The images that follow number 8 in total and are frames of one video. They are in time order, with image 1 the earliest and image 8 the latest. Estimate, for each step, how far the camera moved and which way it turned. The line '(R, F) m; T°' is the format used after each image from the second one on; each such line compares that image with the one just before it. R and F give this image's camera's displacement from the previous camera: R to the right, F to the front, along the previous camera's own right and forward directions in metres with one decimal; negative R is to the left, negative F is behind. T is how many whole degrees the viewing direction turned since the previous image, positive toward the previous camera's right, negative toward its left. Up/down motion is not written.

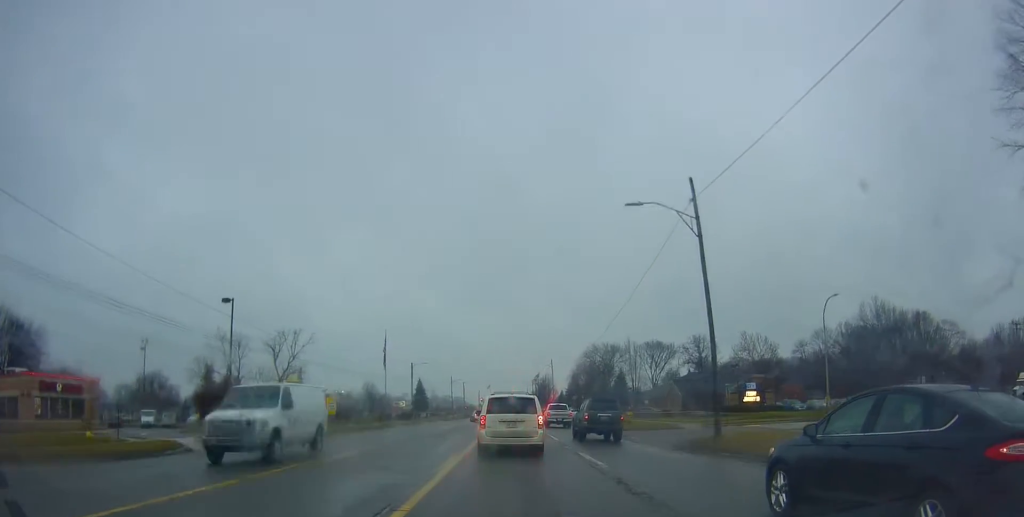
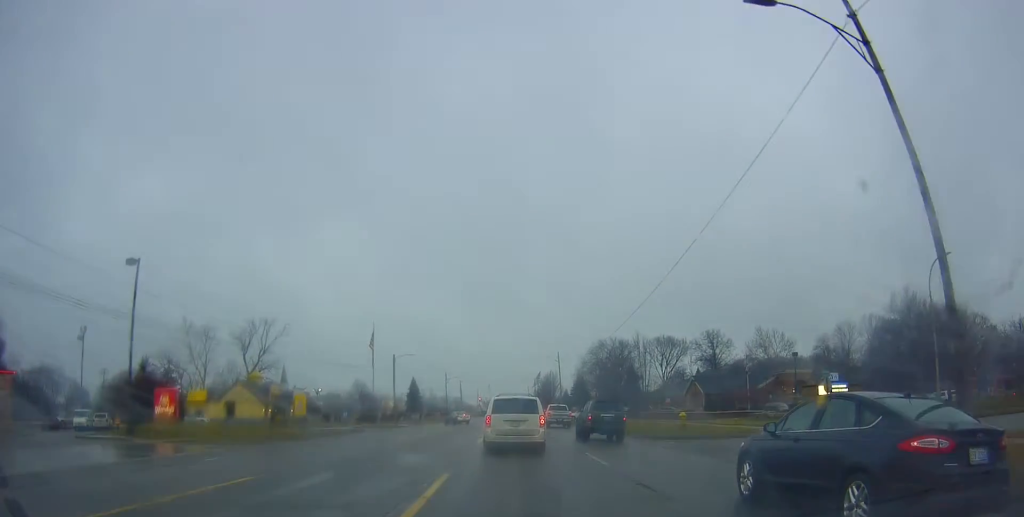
(+0.3, +14.1) m; +2°
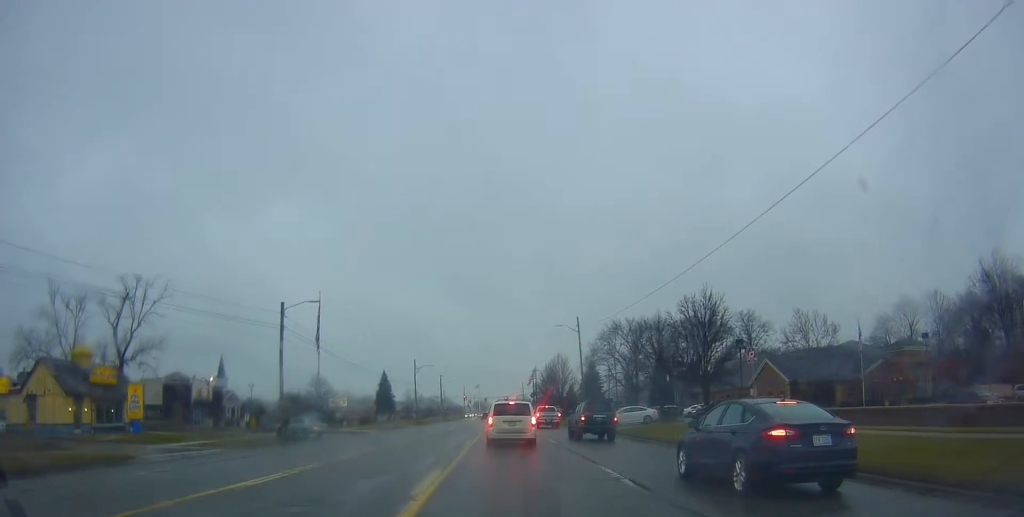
(-1.5, +34.4) m; 0°
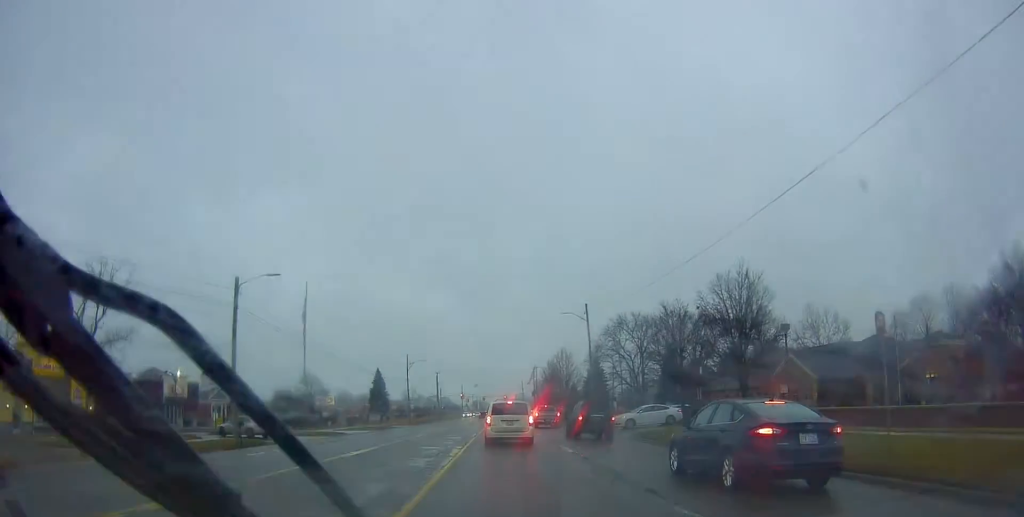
(0.0, +6.8) m; 0°
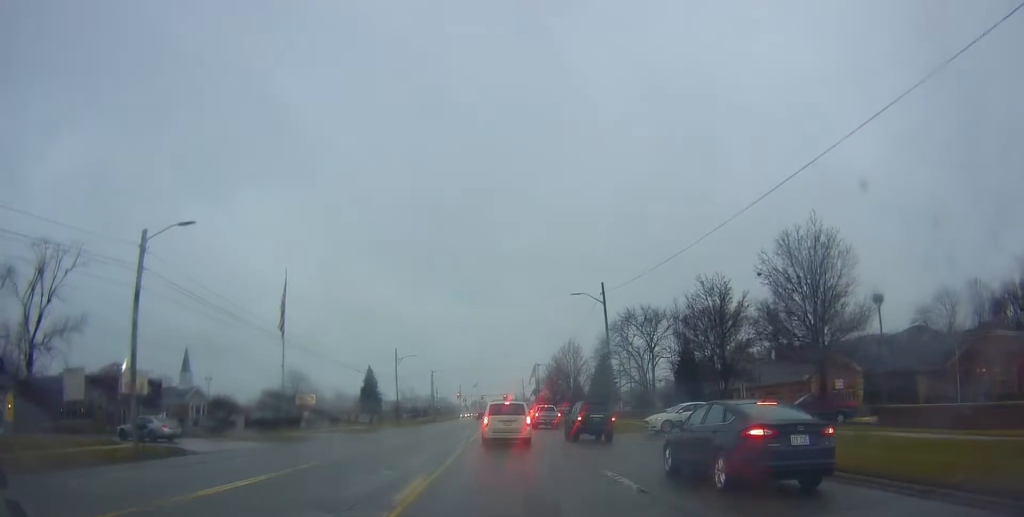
(0.0, +9.2) m; 0°
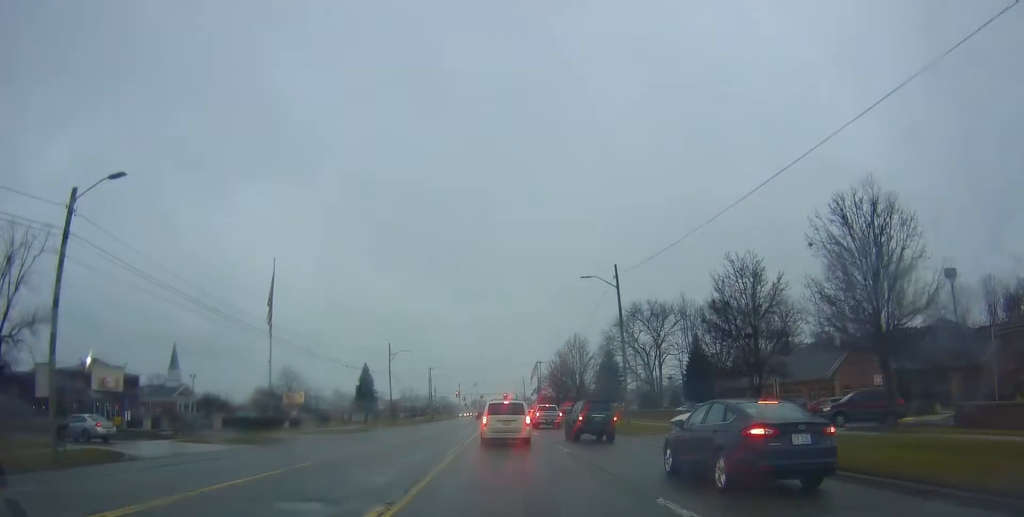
(0.0, +5.0) m; 0°
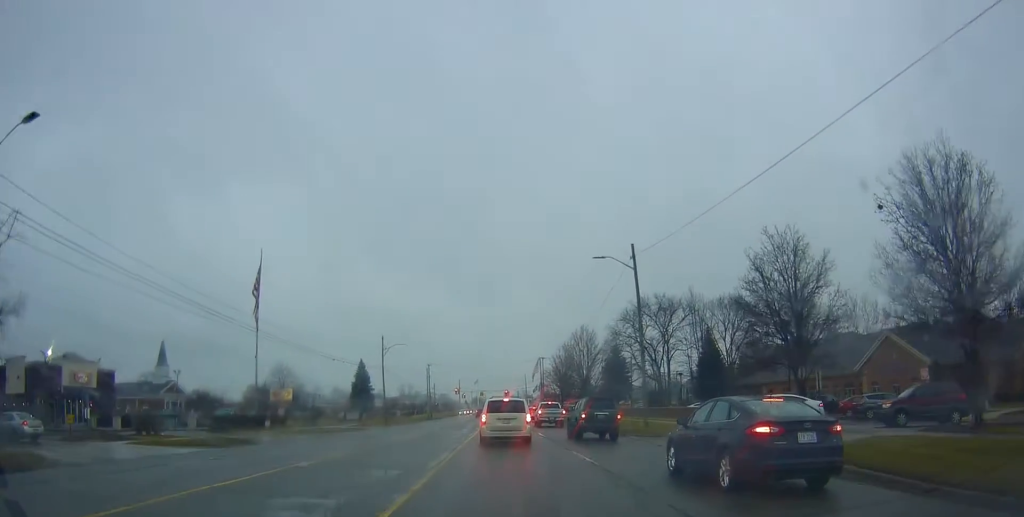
(0.0, +4.9) m; 0°
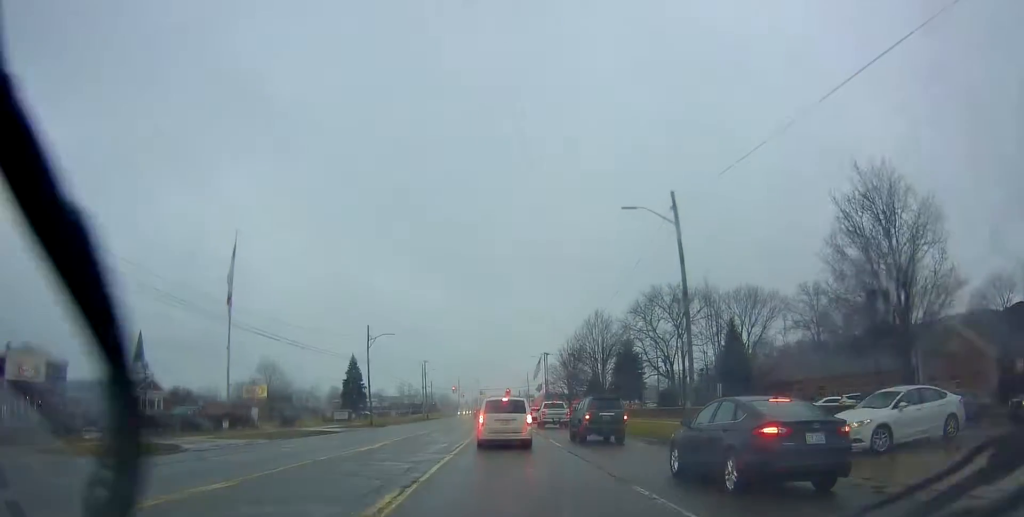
(0.0, +8.6) m; 0°
